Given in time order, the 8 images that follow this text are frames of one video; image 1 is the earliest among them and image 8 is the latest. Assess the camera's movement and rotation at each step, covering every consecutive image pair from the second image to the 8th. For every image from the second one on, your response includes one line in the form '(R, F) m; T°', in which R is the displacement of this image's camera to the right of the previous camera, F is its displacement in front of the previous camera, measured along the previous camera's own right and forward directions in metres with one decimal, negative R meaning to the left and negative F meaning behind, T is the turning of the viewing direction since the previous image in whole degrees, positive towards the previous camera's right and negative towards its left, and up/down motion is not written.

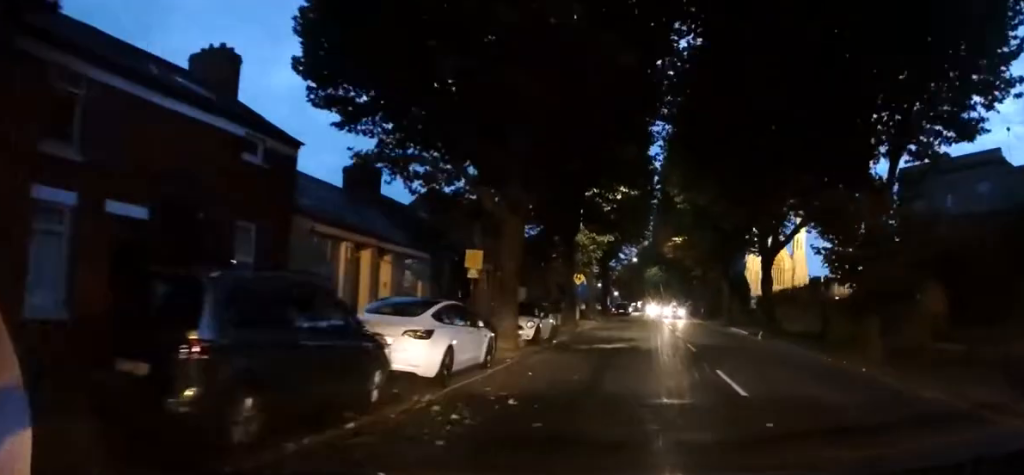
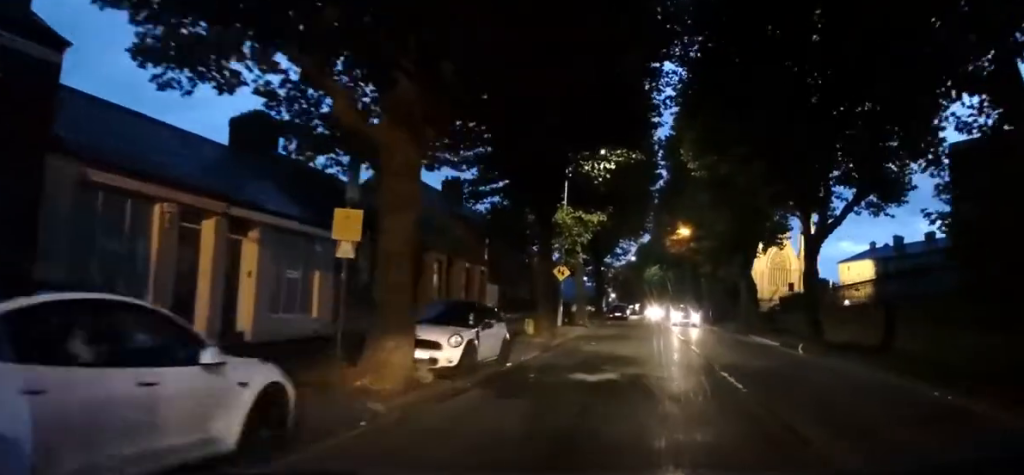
(+0.2, +8.1) m; 0°
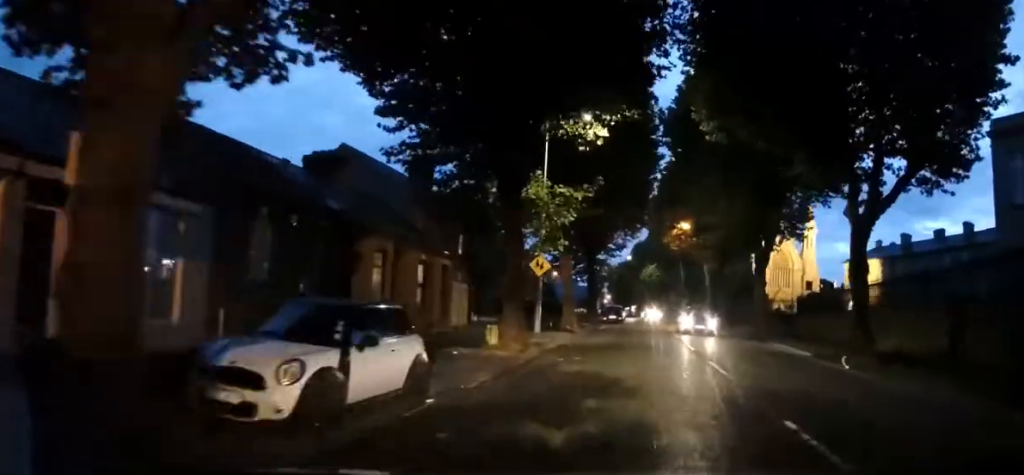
(0.0, +5.5) m; 0°
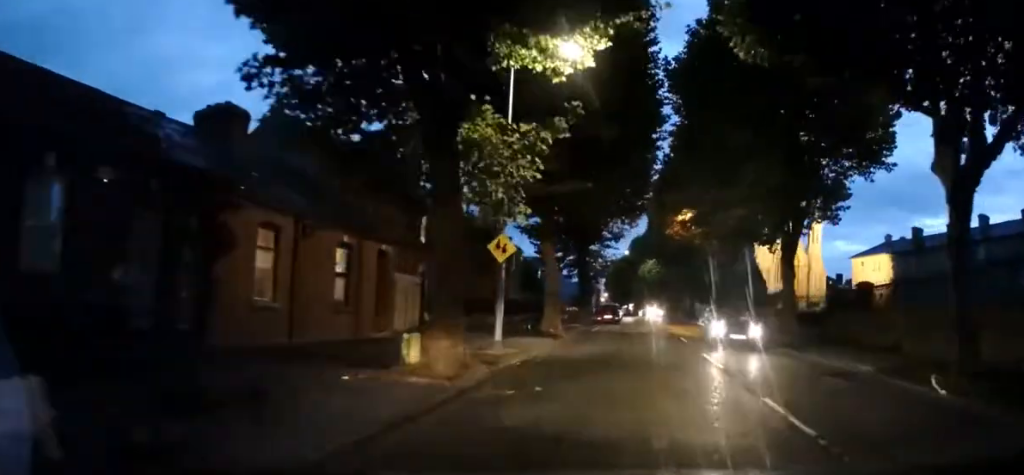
(-0.1, +6.1) m; 0°
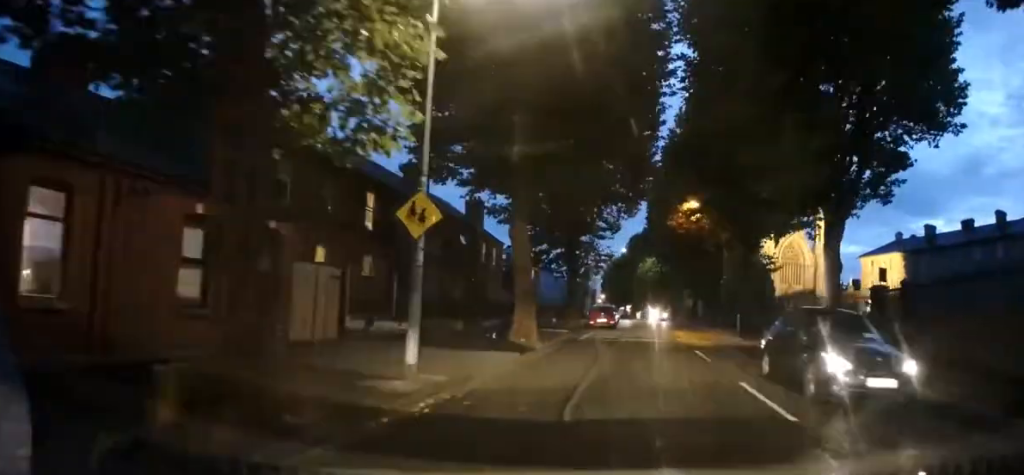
(+0.1, +6.1) m; +1°
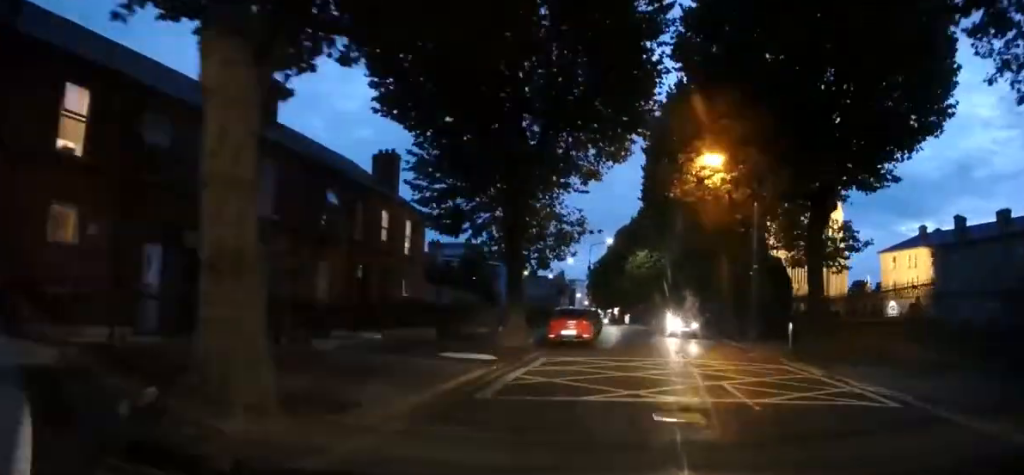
(+0.6, +14.3) m; +2°
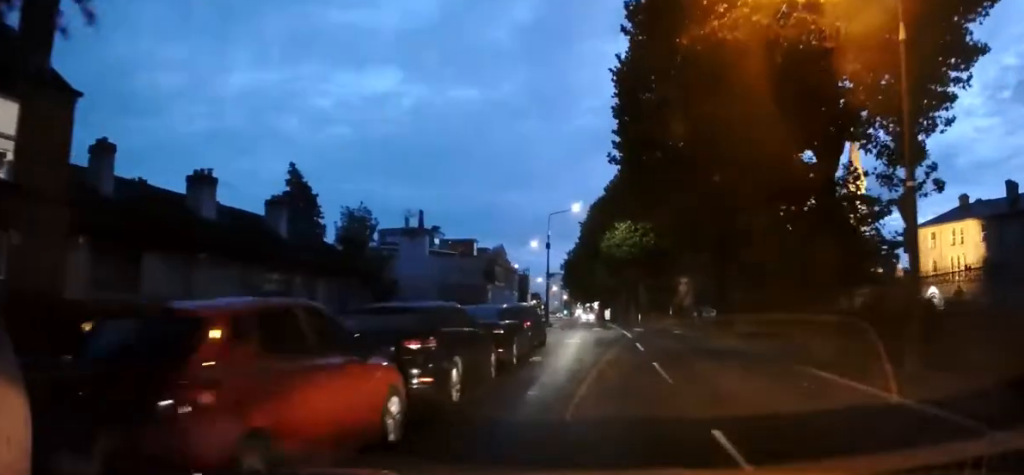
(-0.3, +20.0) m; -2°
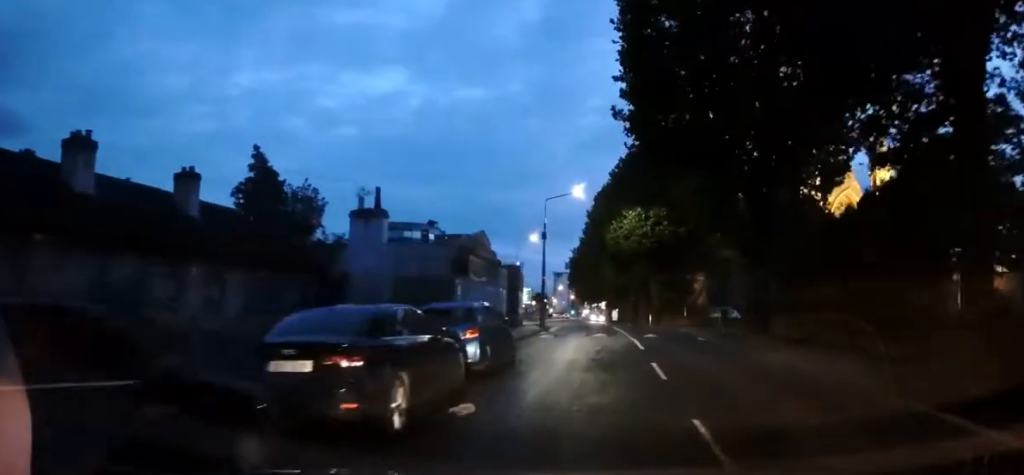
(+0.1, +7.3) m; -1°
